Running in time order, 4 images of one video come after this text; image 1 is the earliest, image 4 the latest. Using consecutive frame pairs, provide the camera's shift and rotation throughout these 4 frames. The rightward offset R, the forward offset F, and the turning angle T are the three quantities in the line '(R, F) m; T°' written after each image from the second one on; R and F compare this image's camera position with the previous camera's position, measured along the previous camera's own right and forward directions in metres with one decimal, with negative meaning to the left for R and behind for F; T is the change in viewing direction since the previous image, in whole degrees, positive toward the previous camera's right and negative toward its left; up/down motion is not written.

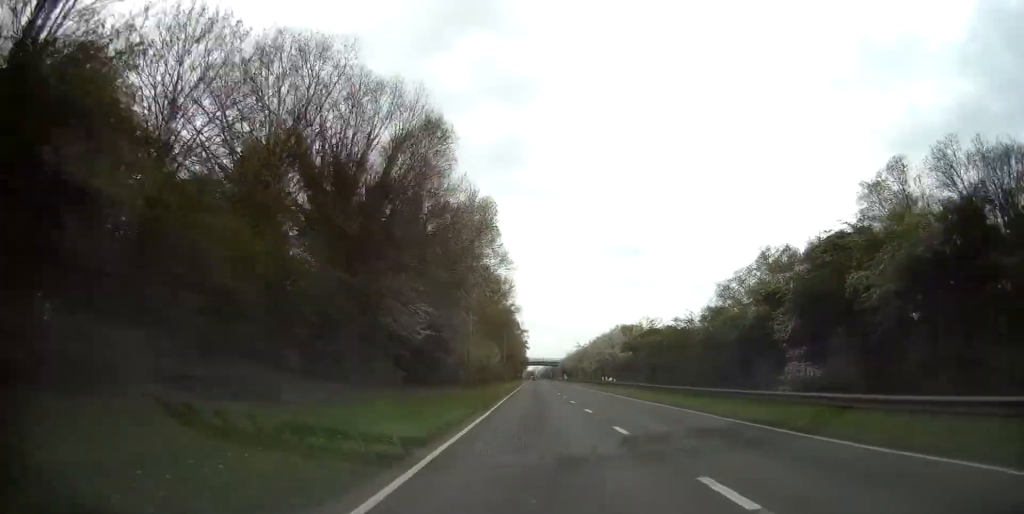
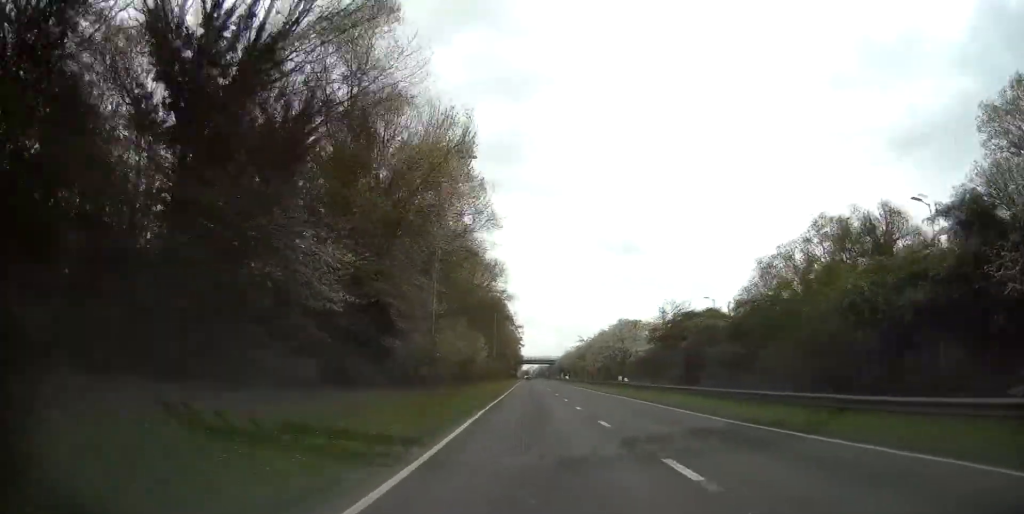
(+0.1, +16.0) m; 0°
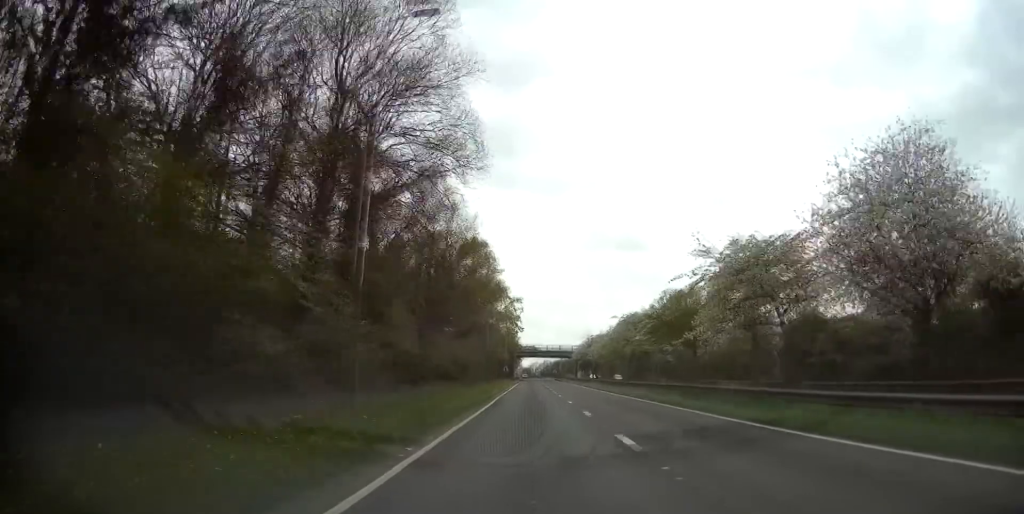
(+0.2, +68.3) m; 0°
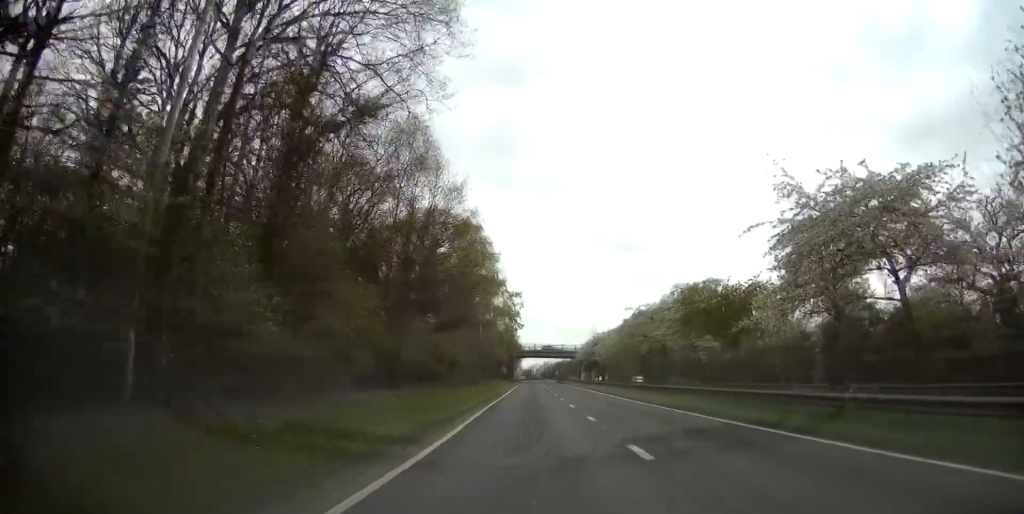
(0.0, +10.2) m; 0°
